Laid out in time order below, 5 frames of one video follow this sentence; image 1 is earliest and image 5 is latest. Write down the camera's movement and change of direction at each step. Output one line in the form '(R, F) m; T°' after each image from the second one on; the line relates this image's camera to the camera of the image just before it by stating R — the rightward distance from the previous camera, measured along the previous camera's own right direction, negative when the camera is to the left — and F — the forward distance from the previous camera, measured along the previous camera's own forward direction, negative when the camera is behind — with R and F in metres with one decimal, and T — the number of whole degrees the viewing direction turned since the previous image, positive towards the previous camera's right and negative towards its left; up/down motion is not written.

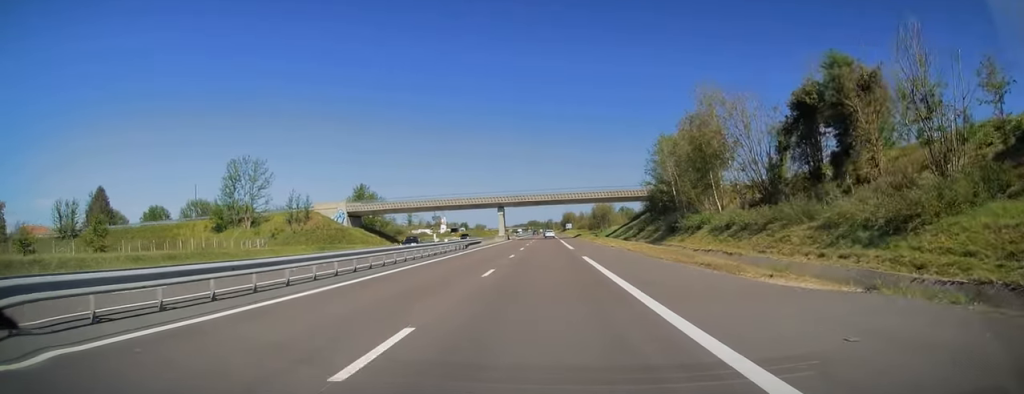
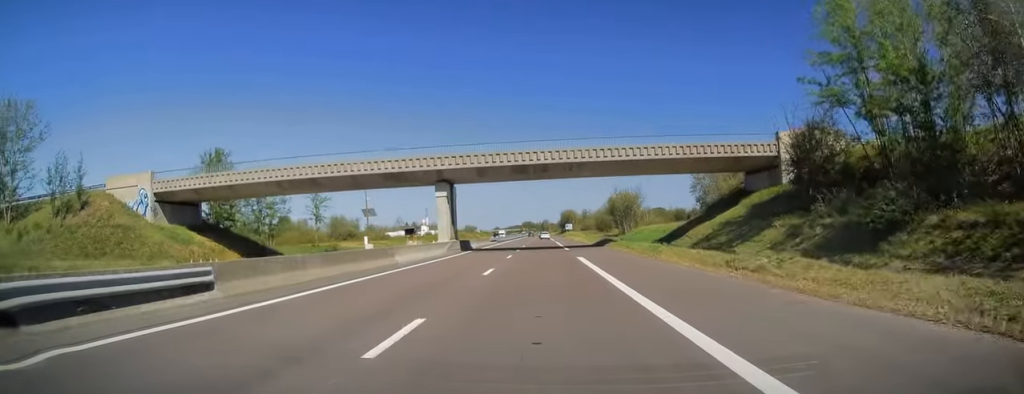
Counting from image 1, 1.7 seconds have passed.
(+0.6, +50.6) m; 0°
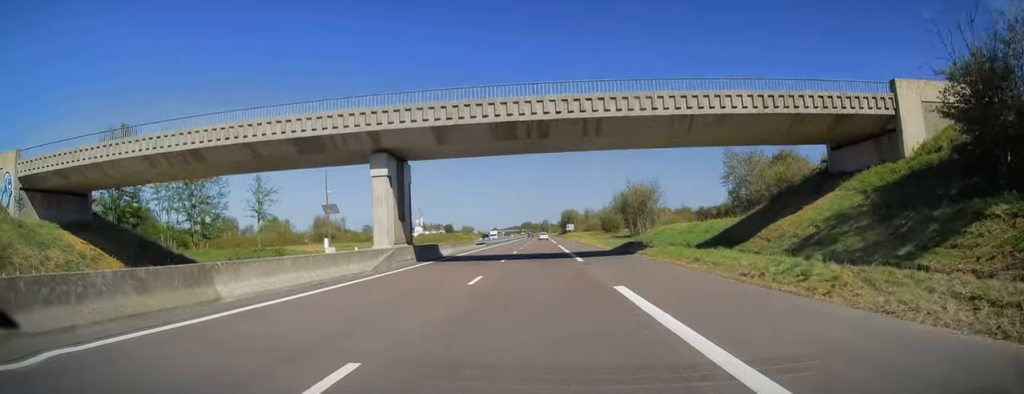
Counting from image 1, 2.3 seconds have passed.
(-0.2, +16.2) m; 0°
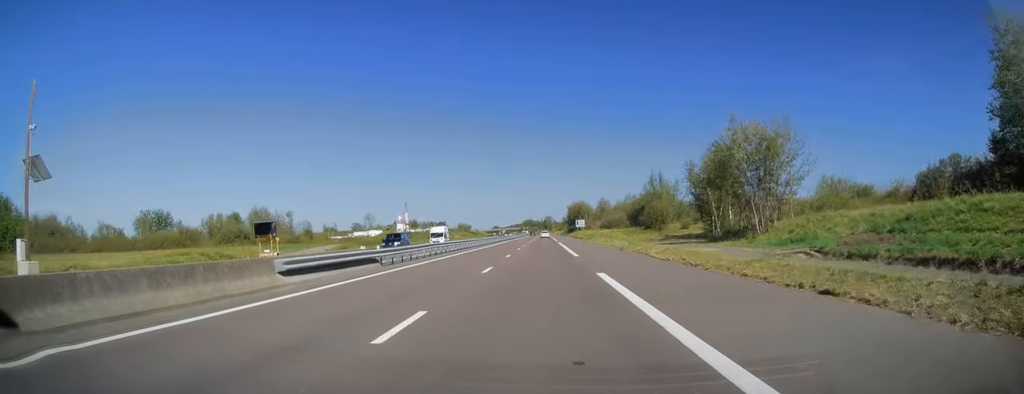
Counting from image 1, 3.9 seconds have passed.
(0.0, +47.7) m; +1°
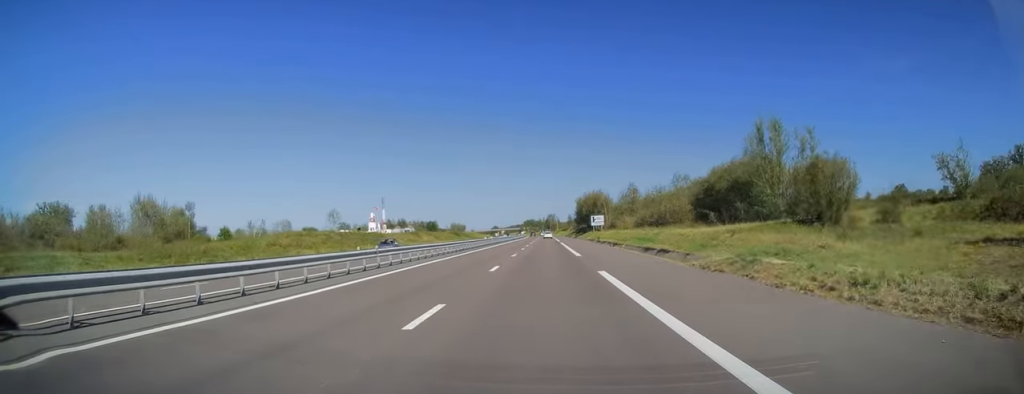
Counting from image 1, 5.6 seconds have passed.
(-0.1, +50.7) m; -1°
